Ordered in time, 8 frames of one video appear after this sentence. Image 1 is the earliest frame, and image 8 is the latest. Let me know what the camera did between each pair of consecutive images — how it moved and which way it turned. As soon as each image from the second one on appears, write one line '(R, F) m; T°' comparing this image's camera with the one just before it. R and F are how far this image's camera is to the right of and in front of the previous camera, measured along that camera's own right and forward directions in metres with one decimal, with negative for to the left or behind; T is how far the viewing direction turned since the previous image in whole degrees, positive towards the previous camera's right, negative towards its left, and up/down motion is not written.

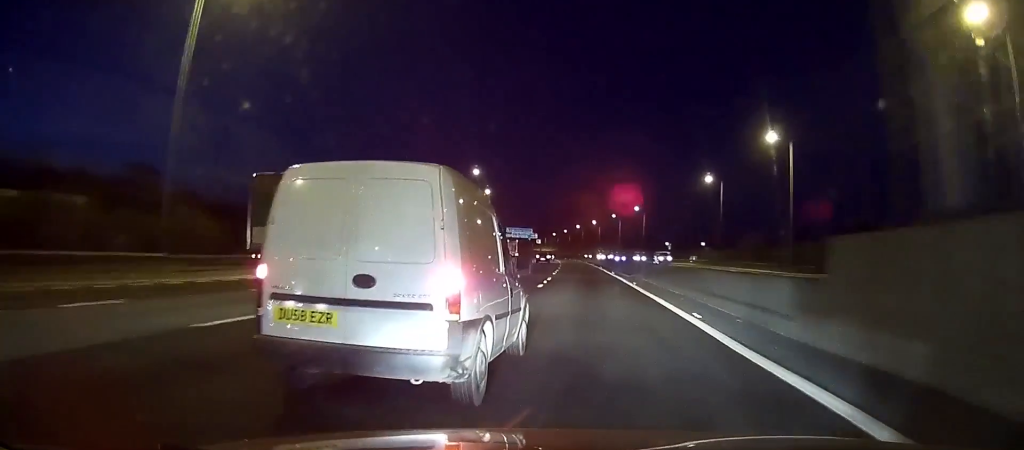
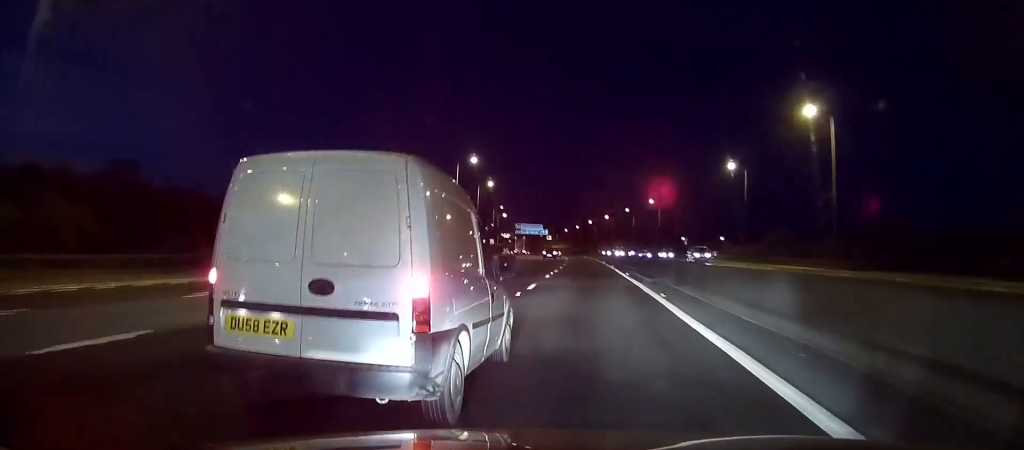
(+0.1, +11.2) m; -1°
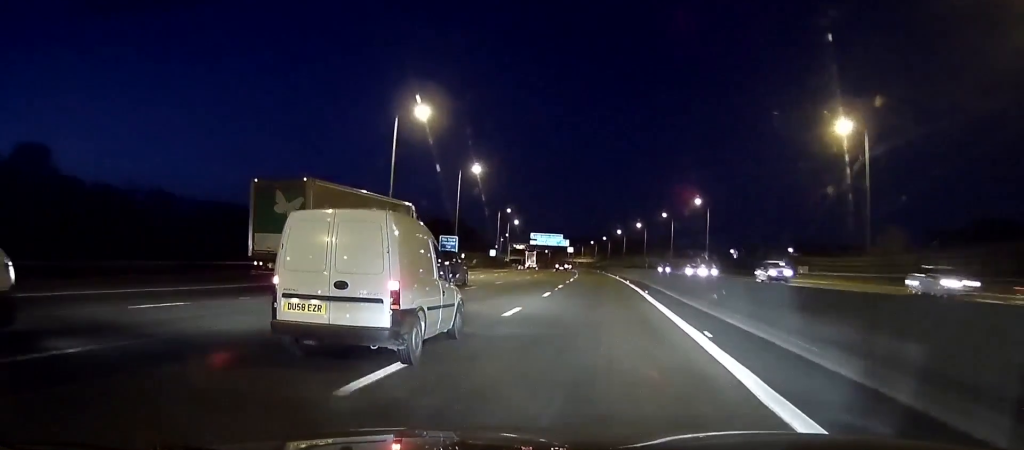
(-1.3, +44.0) m; -2°
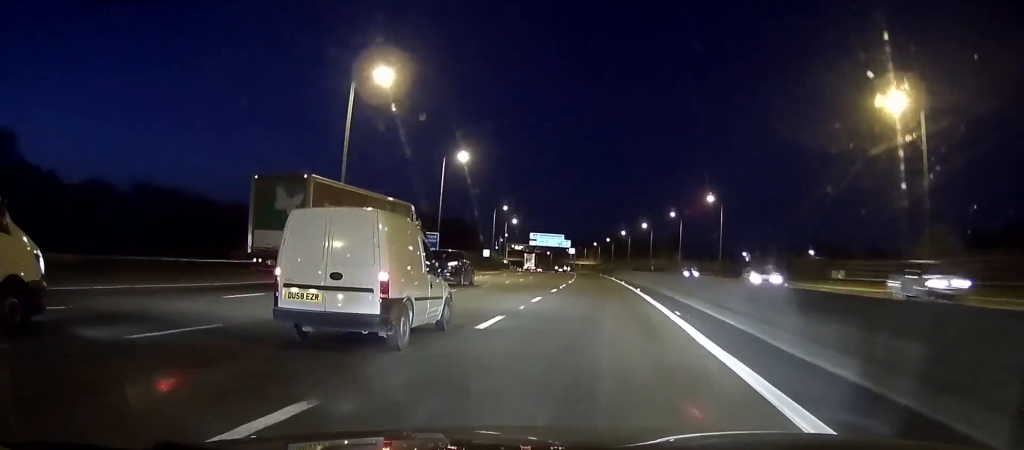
(-0.1, +13.2) m; -1°
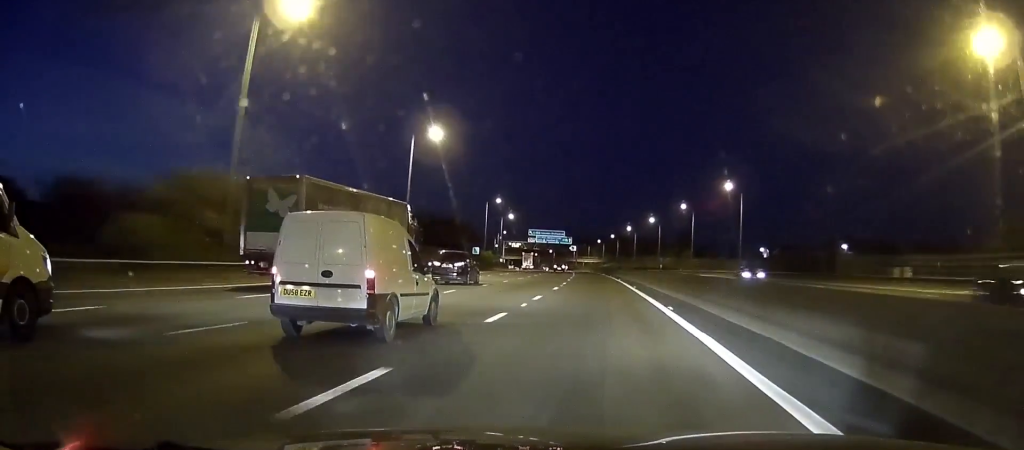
(0.0, +16.8) m; -1°
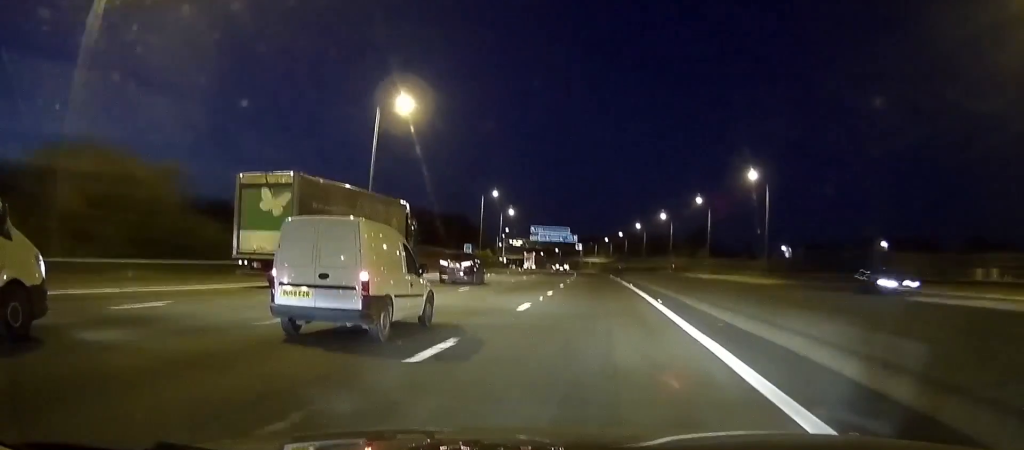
(-0.2, +14.7) m; 0°
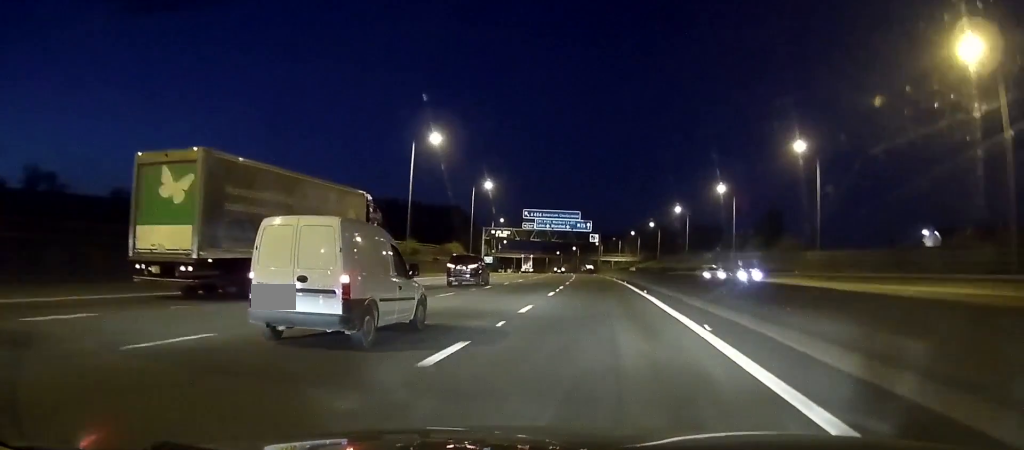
(-0.8, +64.6) m; -2°
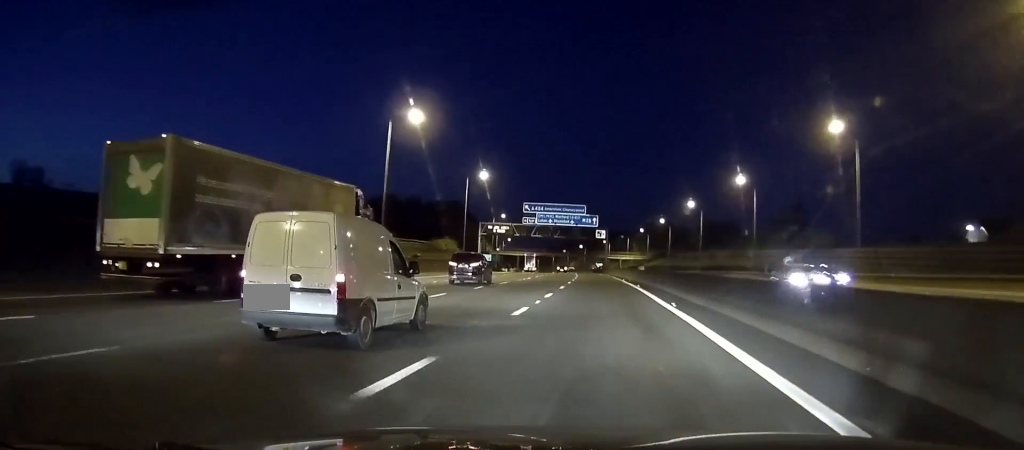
(-0.2, +11.5) m; 0°
